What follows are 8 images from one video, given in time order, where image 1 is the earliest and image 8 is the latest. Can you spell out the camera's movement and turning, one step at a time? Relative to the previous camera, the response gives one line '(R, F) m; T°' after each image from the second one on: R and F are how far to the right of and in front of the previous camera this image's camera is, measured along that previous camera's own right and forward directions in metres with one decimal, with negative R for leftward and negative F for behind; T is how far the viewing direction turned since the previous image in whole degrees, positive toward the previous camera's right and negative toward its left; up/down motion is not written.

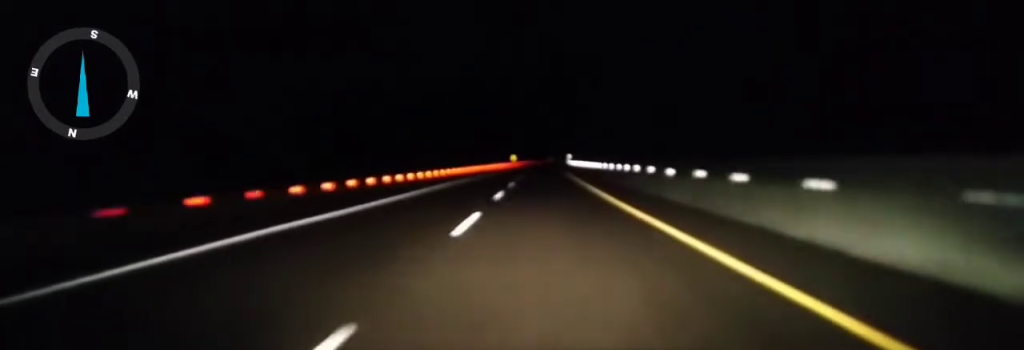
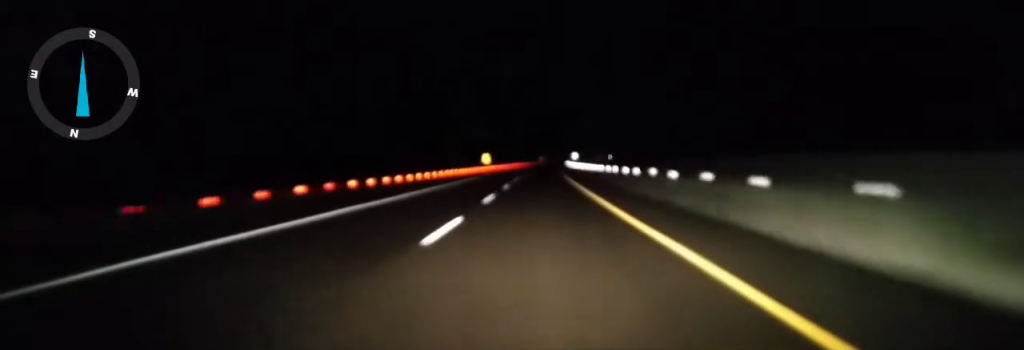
(+0.1, +67.2) m; 0°
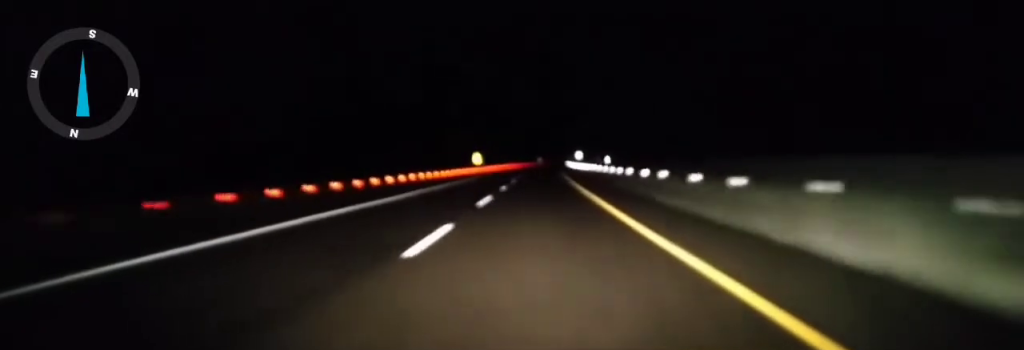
(+0.2, +15.0) m; 0°
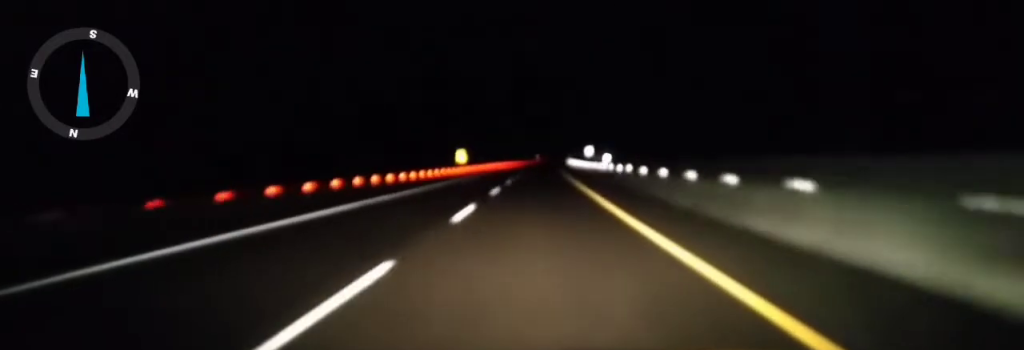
(-0.3, +20.2) m; 0°
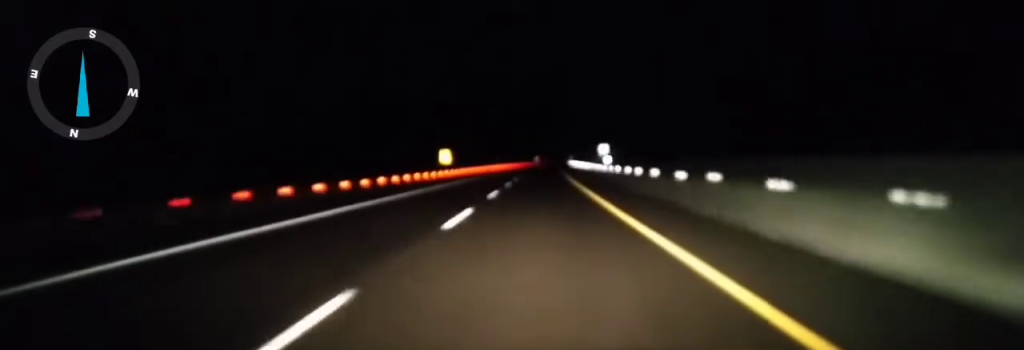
(-0.1, +13.8) m; 0°
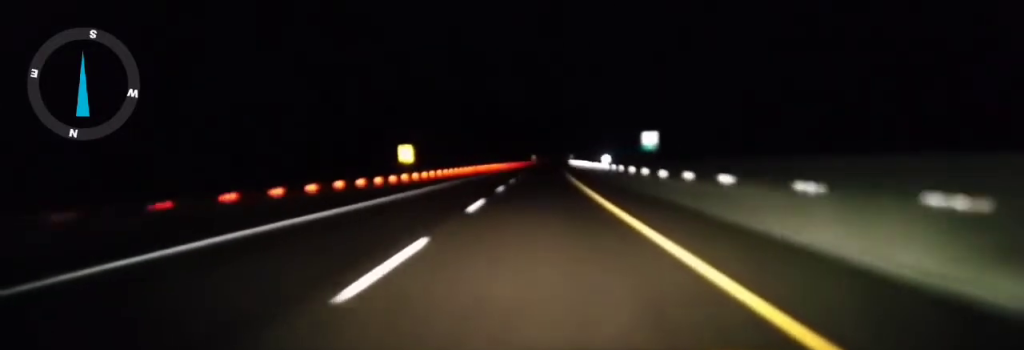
(+0.3, +21.2) m; +1°
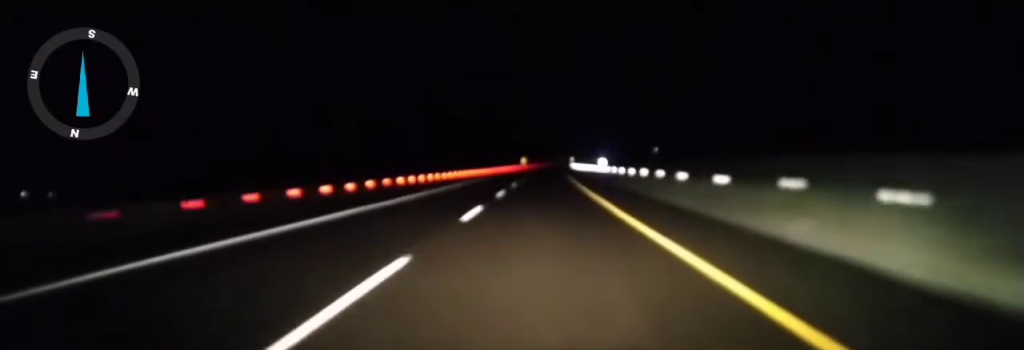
(0.0, +55.9) m; 0°
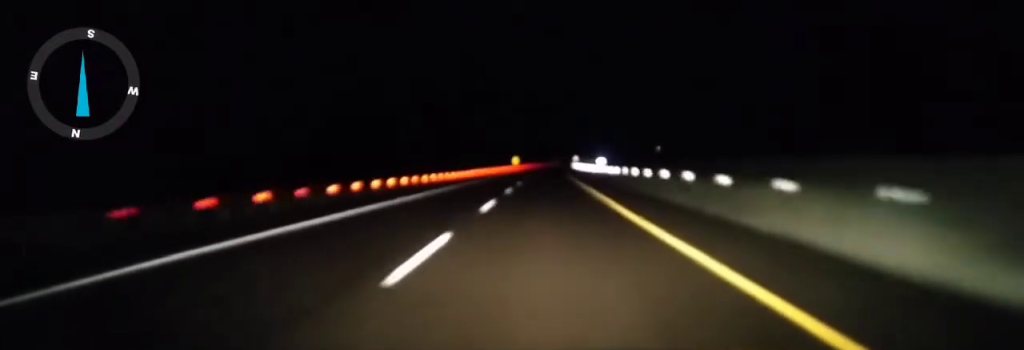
(+0.2, +34.7) m; +1°
